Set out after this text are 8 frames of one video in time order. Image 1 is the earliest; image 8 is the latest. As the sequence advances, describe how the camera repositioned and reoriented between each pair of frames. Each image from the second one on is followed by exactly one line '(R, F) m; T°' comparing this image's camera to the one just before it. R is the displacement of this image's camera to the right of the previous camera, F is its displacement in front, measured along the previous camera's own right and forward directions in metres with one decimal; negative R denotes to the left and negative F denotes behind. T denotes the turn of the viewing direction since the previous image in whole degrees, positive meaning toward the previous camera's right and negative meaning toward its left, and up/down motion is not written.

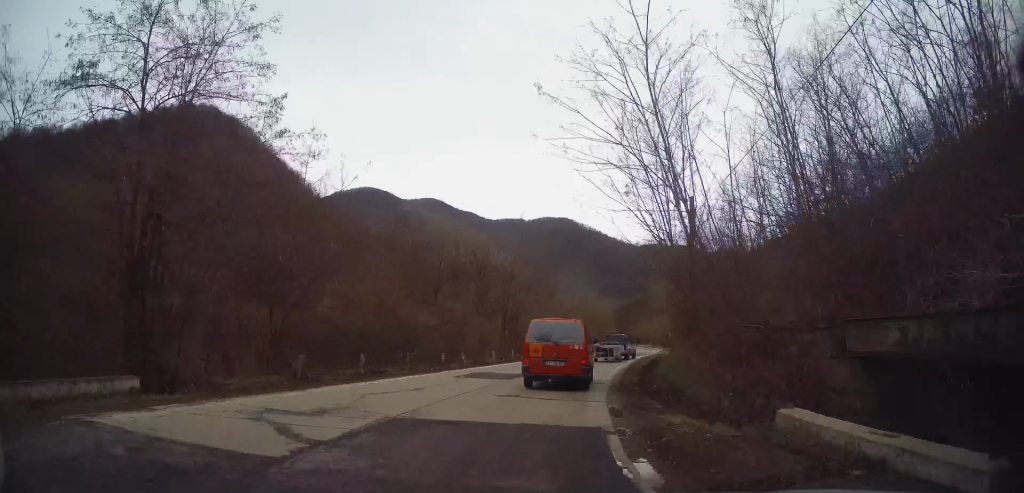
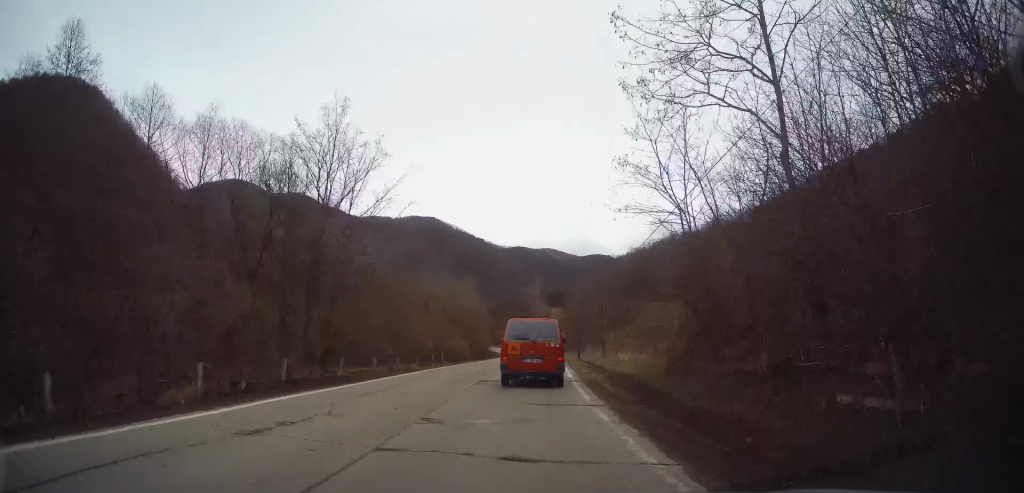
(+2.9, +21.3) m; +13°
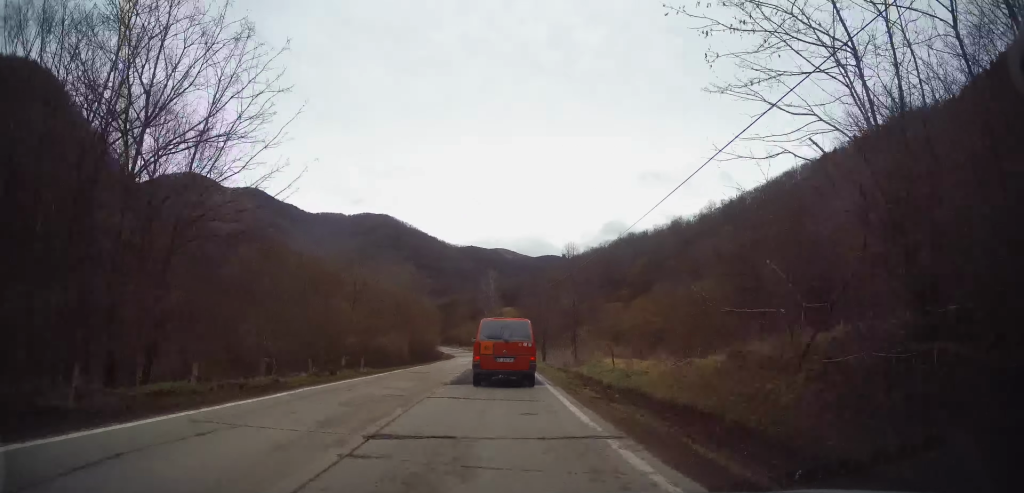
(0.0, +10.3) m; +3°
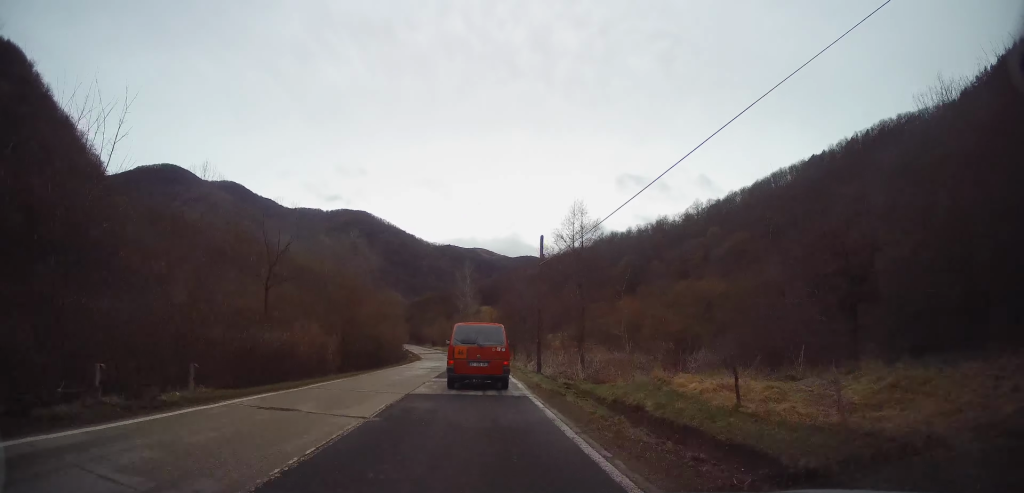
(+0.7, +13.4) m; +3°
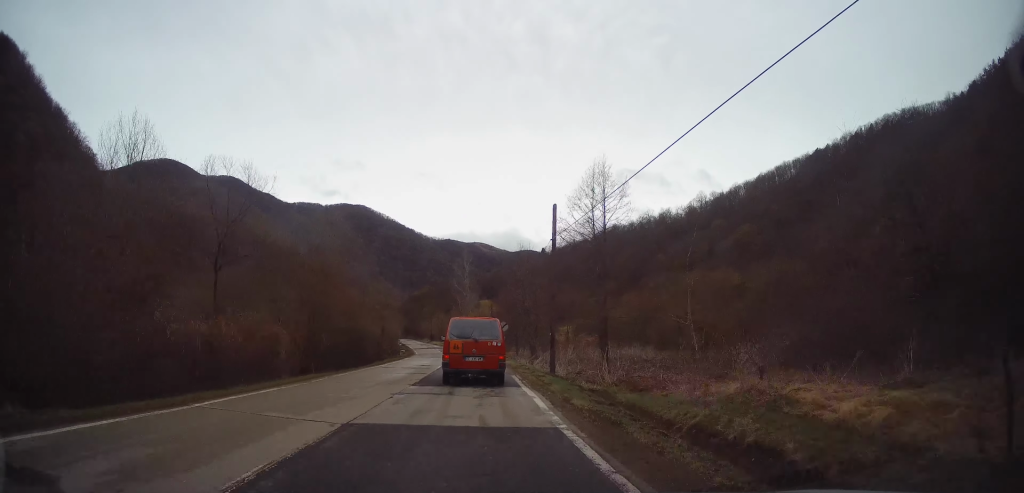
(0.0, +5.9) m; +1°
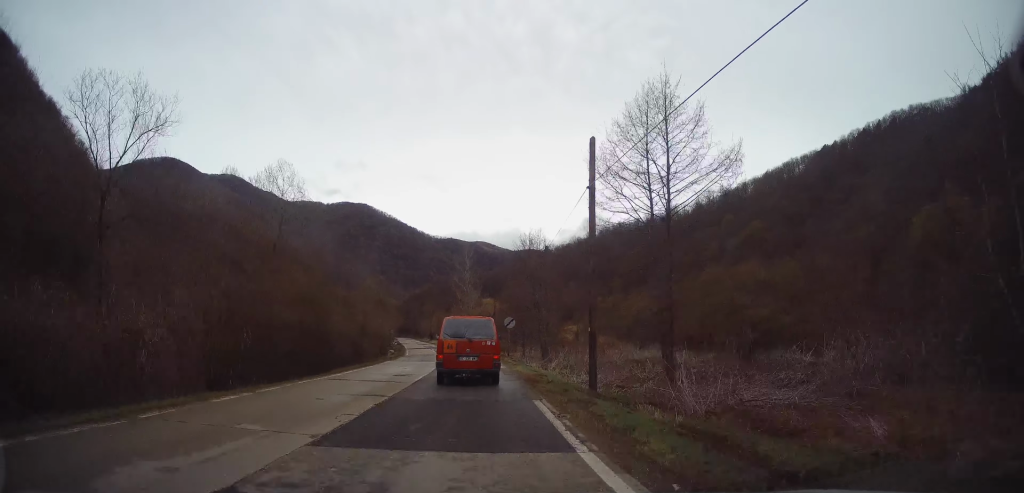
(+0.1, +8.6) m; -1°
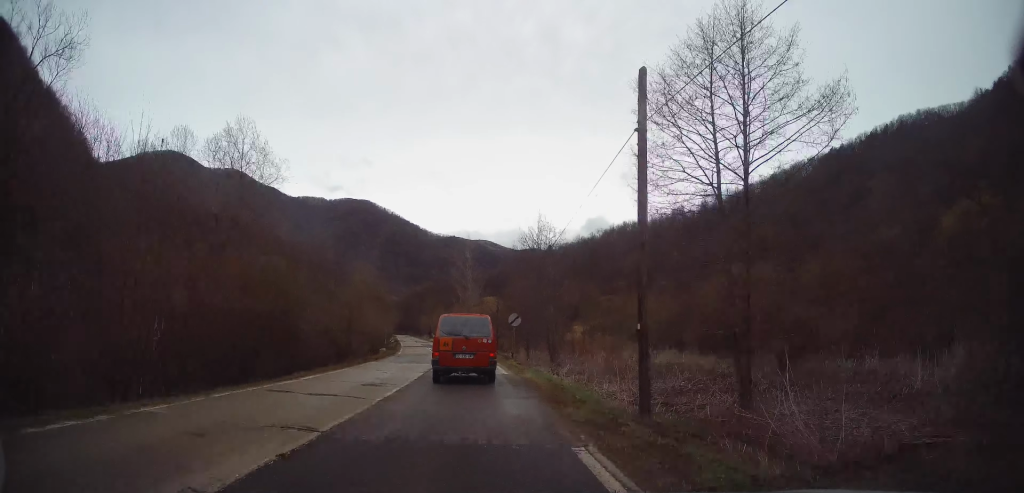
(+0.2, +5.0) m; -1°
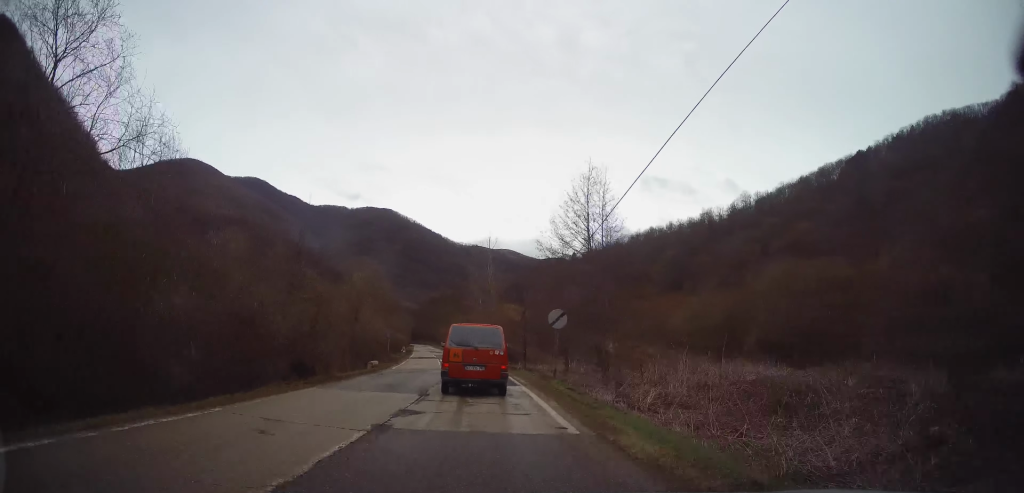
(-0.7, +12.6) m; -4°
